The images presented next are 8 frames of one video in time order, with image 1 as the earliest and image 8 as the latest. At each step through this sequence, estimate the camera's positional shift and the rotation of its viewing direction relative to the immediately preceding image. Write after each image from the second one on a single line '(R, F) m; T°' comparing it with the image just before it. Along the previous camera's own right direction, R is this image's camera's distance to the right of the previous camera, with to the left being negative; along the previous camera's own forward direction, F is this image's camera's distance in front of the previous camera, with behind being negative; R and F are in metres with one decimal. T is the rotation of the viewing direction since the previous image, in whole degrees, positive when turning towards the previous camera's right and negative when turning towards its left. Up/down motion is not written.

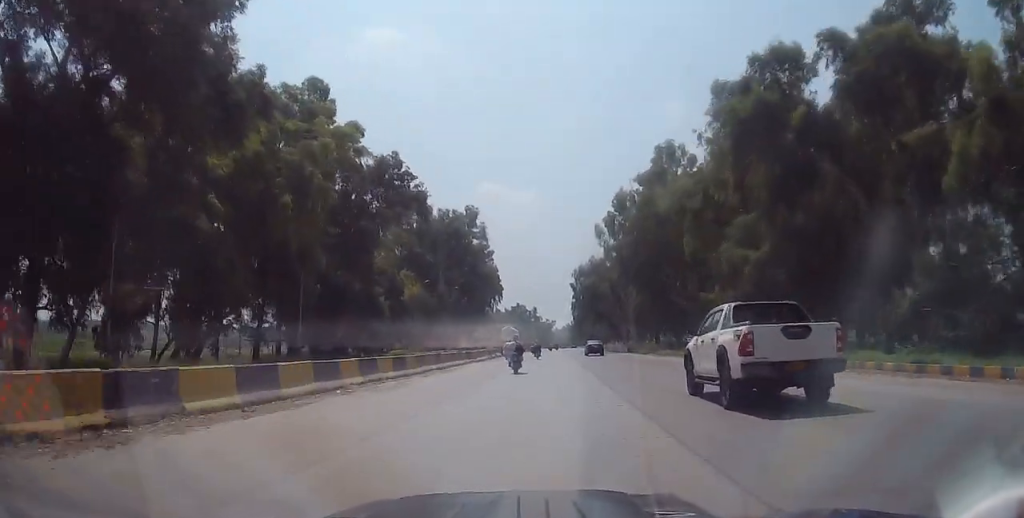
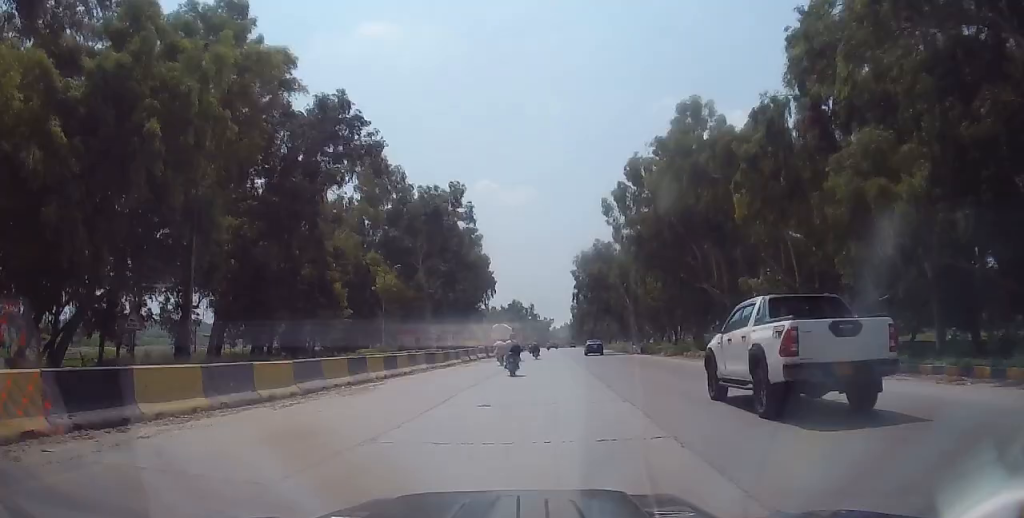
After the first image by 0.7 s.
(-0.1, +13.4) m; 0°
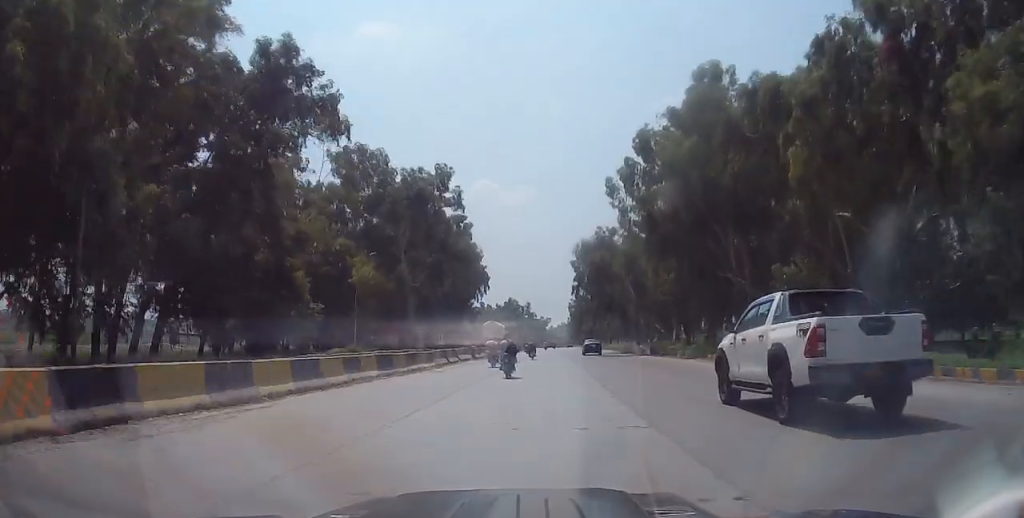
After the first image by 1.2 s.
(0.0, +7.9) m; 0°
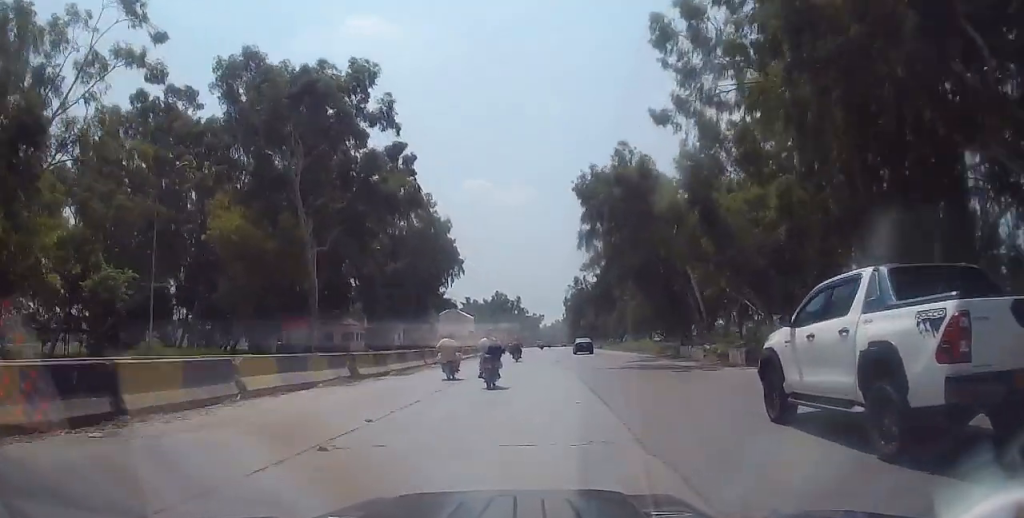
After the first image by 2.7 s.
(0.0, +28.3) m; +1°
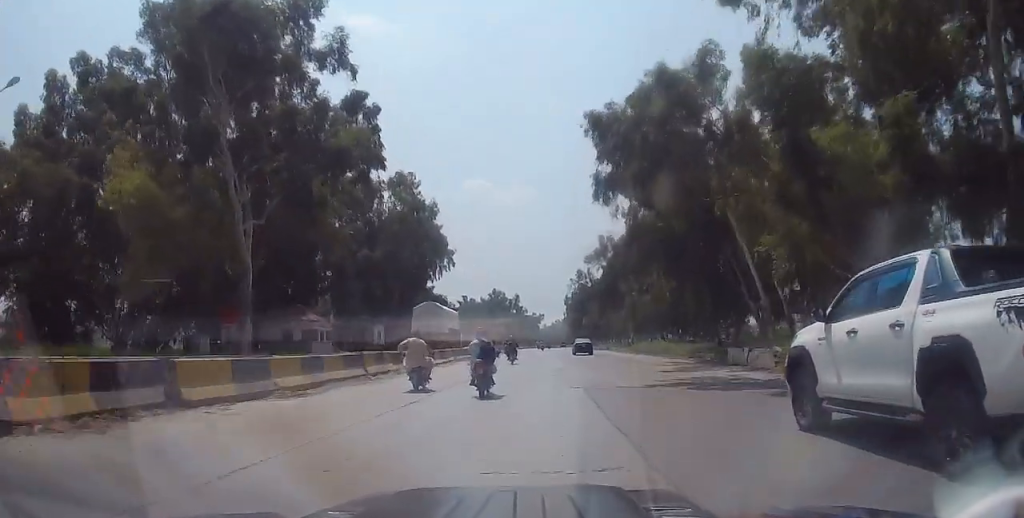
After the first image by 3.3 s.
(0.0, +10.6) m; 0°
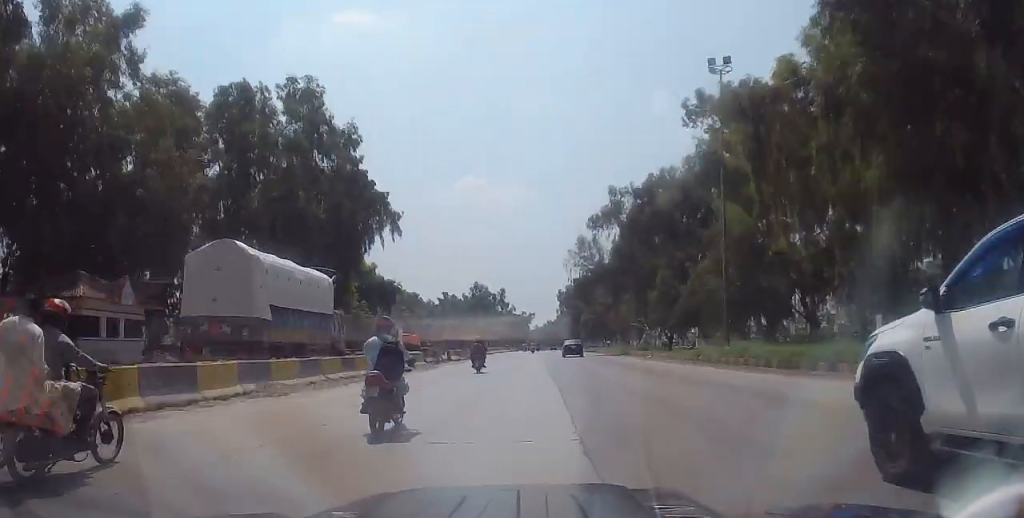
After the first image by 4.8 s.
(0.0, +28.3) m; 0°
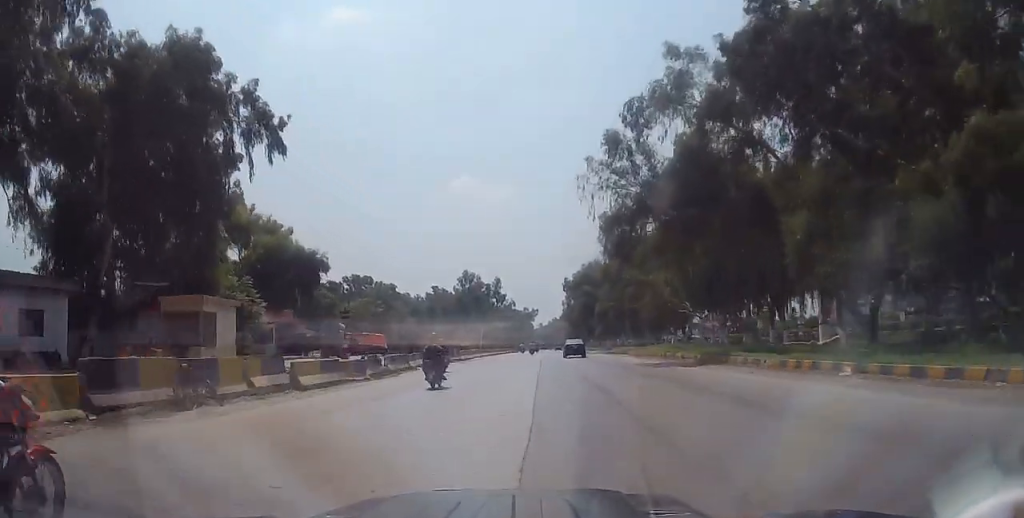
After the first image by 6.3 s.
(-0.1, +29.4) m; -1°
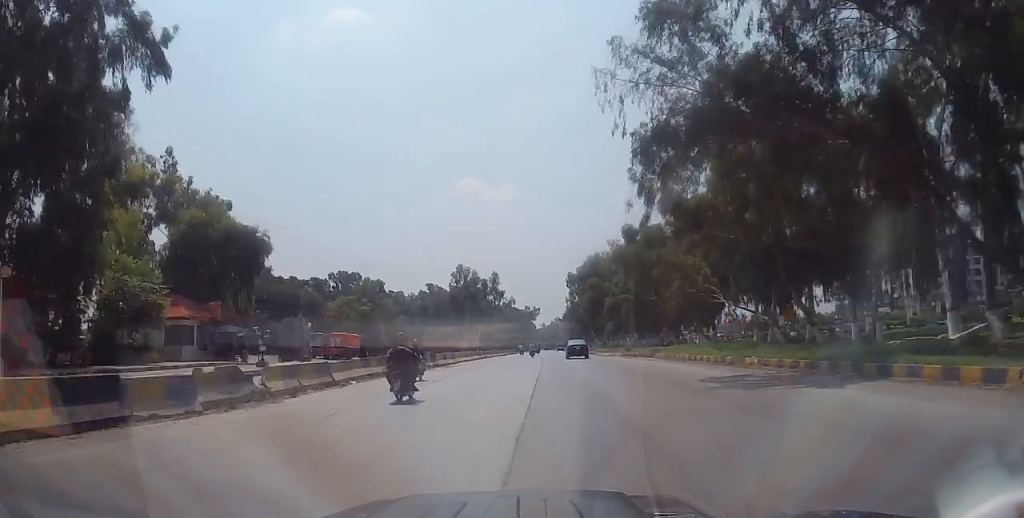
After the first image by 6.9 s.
(-0.5, +12.3) m; 0°
